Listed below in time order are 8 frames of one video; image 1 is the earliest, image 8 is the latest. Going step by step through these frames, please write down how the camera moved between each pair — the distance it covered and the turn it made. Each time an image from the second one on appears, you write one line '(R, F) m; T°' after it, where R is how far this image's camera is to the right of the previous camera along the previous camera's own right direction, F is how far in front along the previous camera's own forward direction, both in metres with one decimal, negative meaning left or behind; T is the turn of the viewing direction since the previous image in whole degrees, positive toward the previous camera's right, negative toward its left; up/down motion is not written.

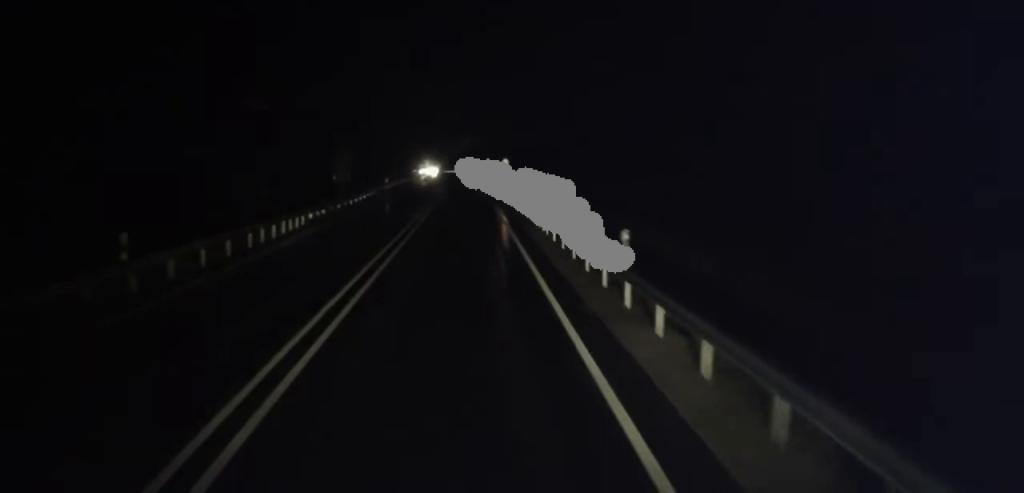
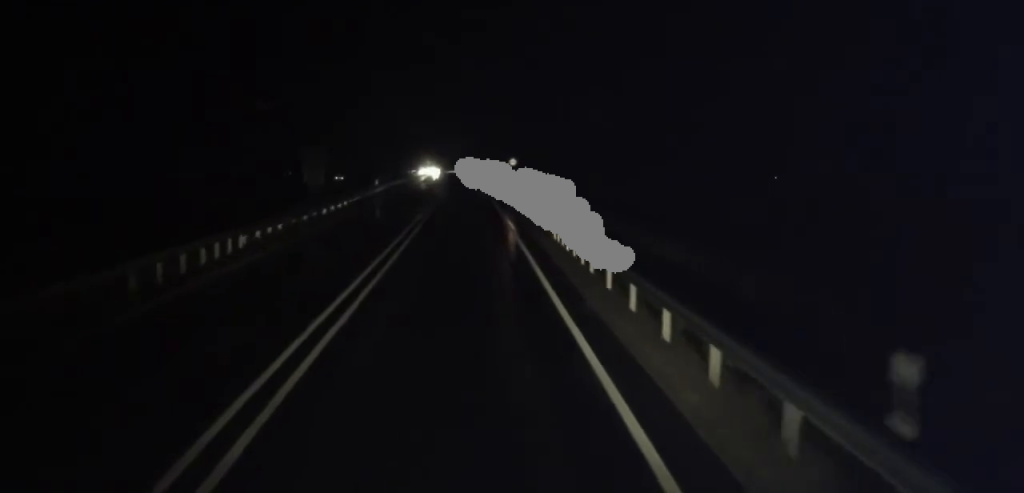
(+0.2, +8.1) m; -1°
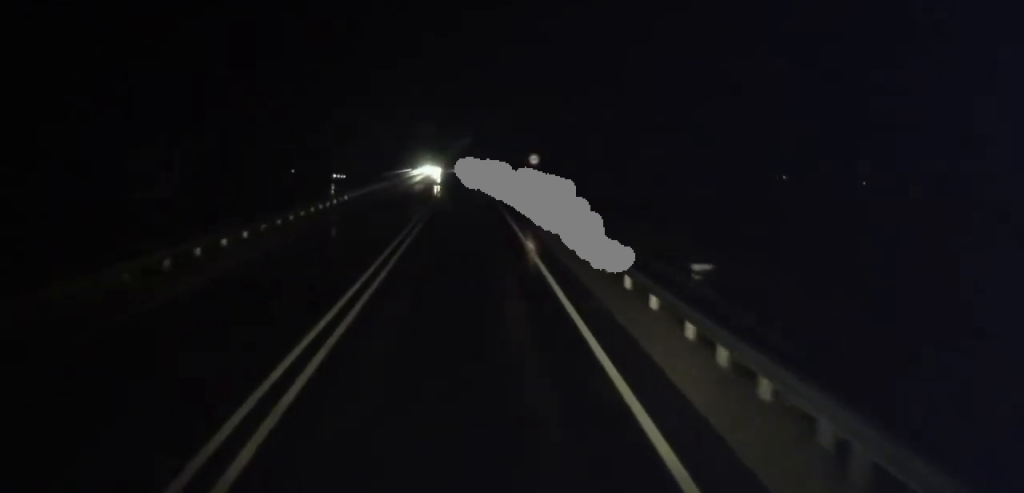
(-0.6, +18.0) m; -2°
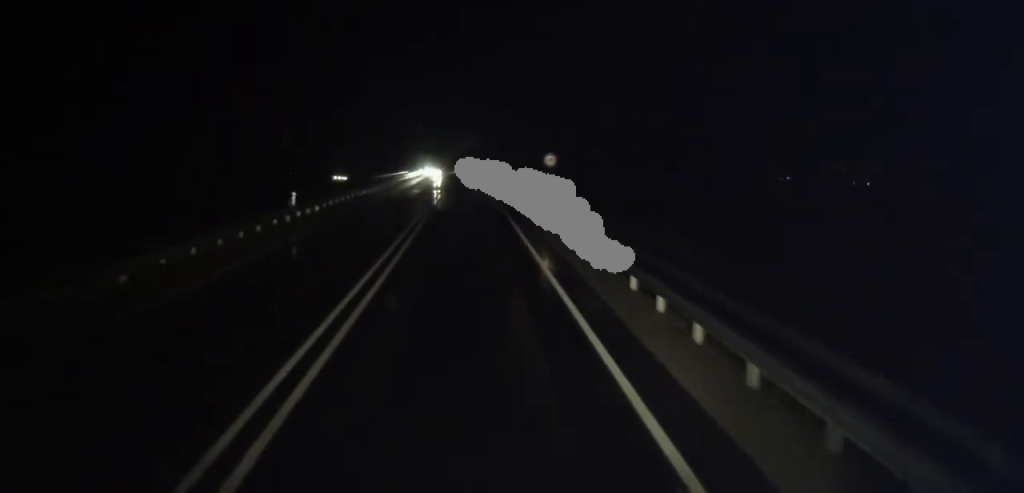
(0.0, +8.1) m; 0°
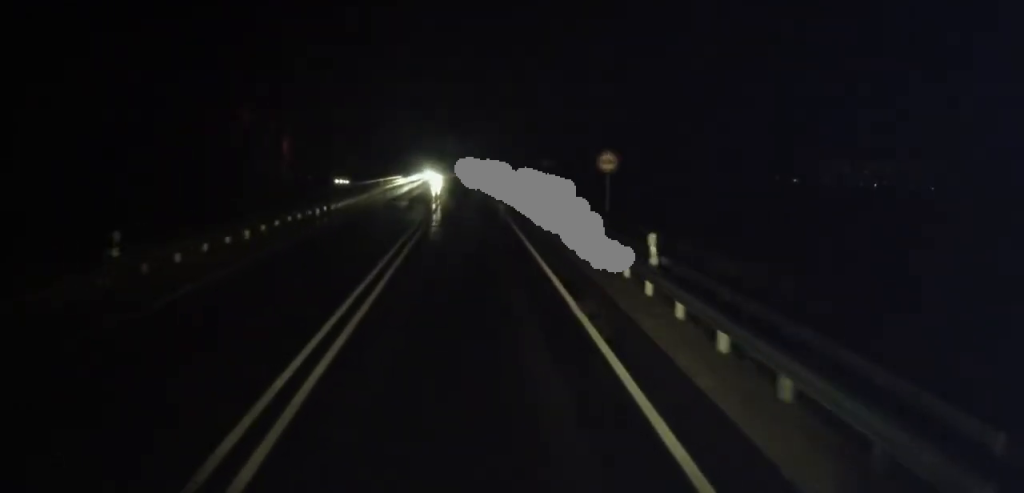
(+0.1, +14.5) m; +1°
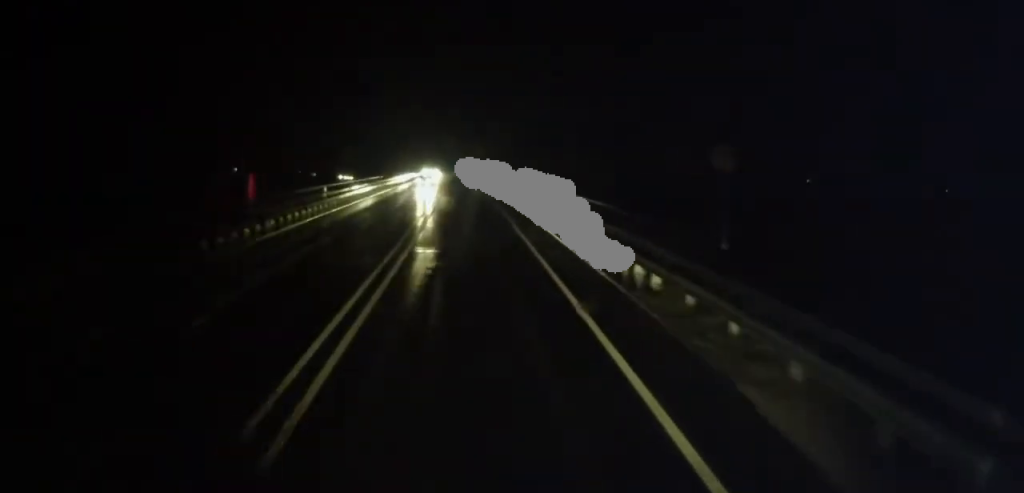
(+0.2, +25.5) m; -1°
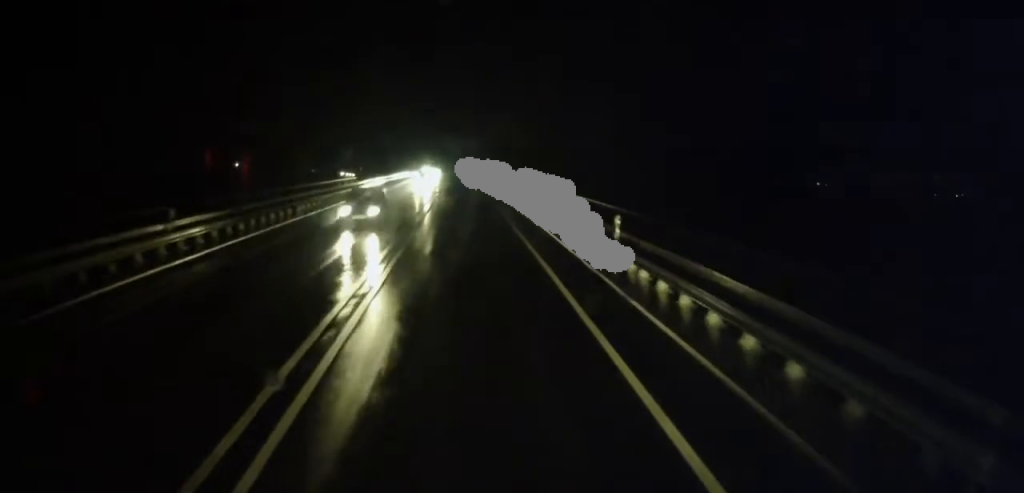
(-0.4, +19.7) m; 0°
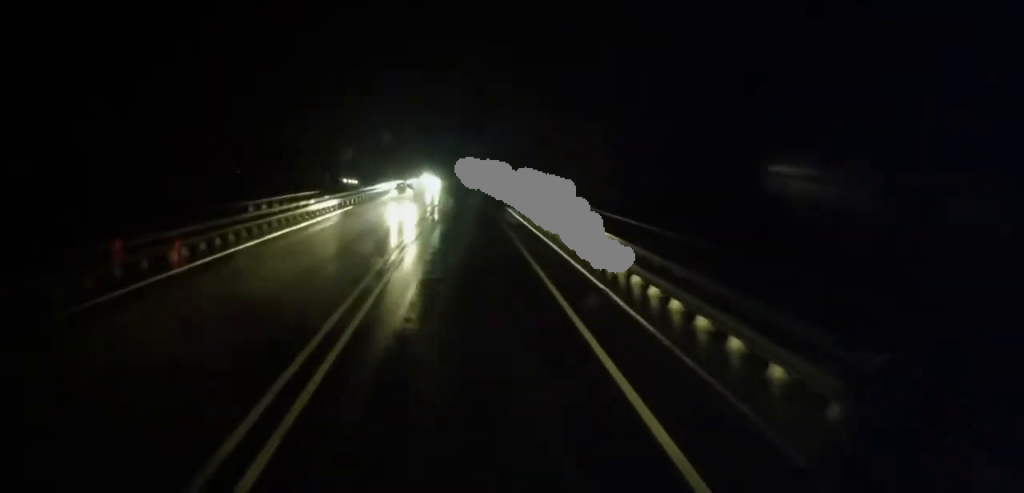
(+0.5, +14.4) m; 0°
